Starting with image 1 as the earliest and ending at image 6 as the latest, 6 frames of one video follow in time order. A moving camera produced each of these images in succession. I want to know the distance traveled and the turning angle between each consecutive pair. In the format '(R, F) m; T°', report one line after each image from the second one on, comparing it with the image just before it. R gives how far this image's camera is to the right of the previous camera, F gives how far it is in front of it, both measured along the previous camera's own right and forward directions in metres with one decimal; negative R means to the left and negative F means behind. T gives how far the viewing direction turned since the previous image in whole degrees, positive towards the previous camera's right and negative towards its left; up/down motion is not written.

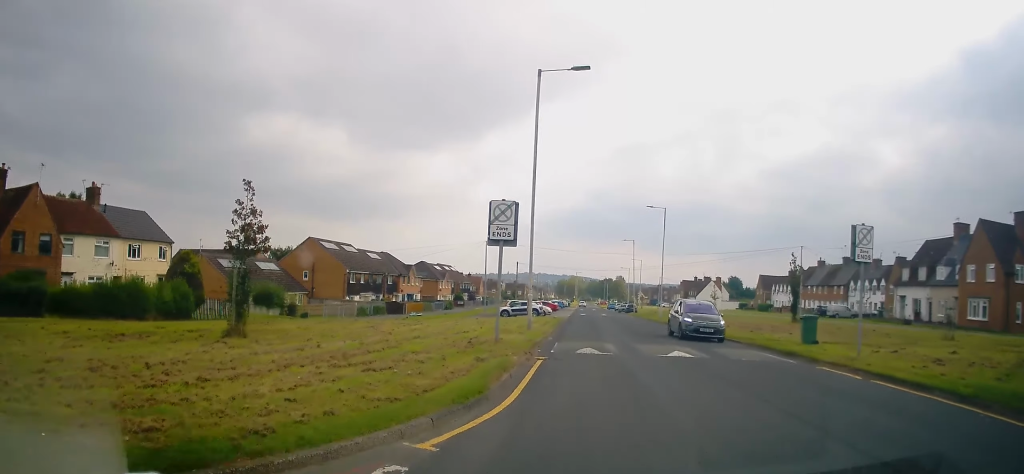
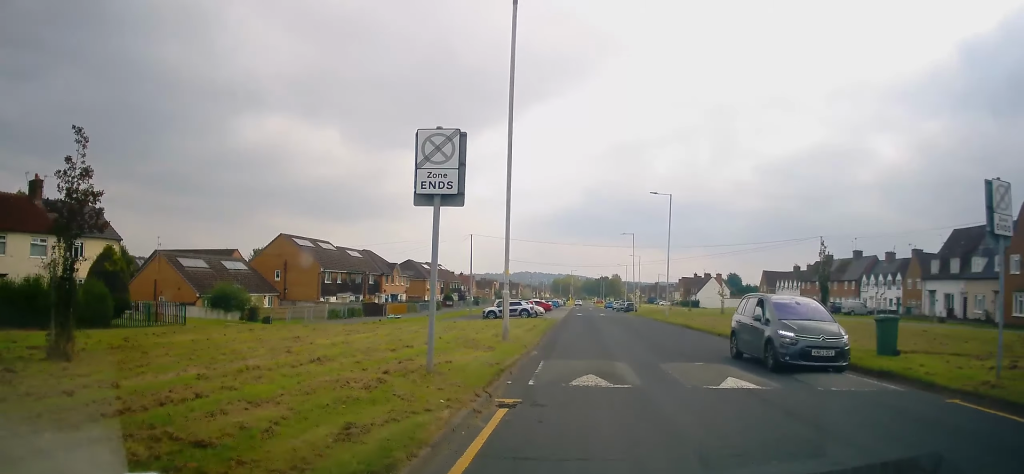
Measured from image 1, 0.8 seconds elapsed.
(0.0, +6.1) m; +1°
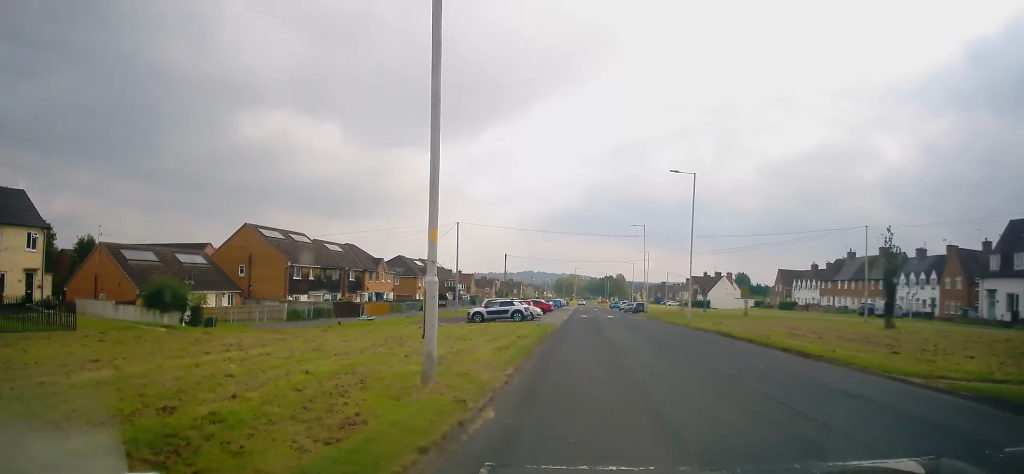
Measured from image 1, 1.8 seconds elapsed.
(0.0, +8.4) m; 0°
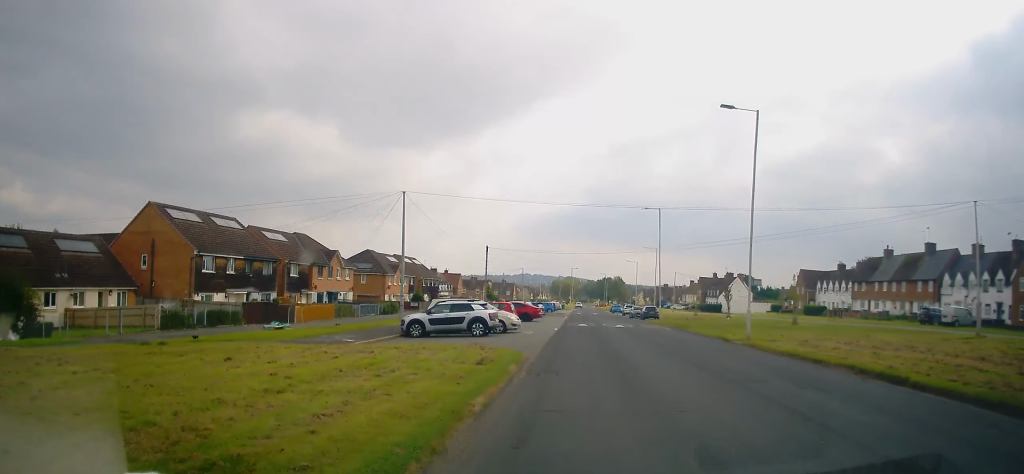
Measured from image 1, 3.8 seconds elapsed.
(0.0, +14.7) m; 0°
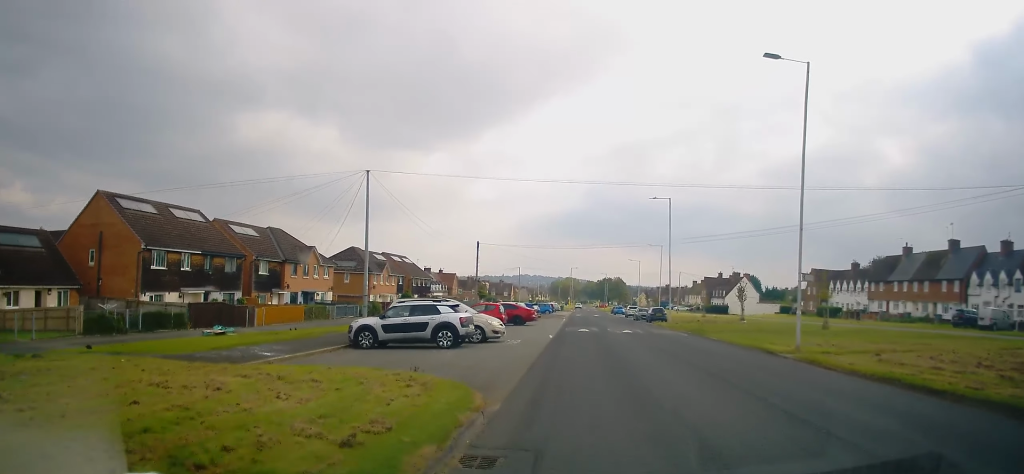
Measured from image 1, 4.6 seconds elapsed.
(0.0, +6.0) m; -2°
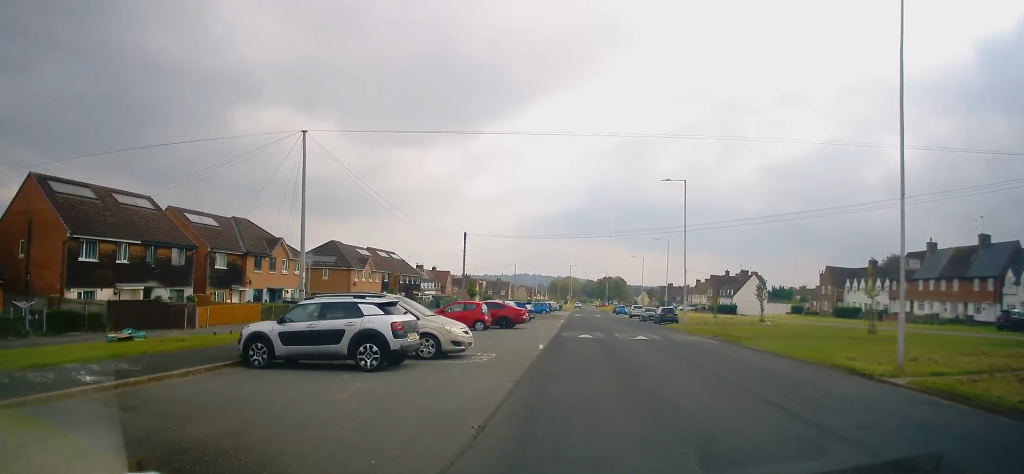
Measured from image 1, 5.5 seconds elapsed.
(-0.1, +6.9) m; -3°
